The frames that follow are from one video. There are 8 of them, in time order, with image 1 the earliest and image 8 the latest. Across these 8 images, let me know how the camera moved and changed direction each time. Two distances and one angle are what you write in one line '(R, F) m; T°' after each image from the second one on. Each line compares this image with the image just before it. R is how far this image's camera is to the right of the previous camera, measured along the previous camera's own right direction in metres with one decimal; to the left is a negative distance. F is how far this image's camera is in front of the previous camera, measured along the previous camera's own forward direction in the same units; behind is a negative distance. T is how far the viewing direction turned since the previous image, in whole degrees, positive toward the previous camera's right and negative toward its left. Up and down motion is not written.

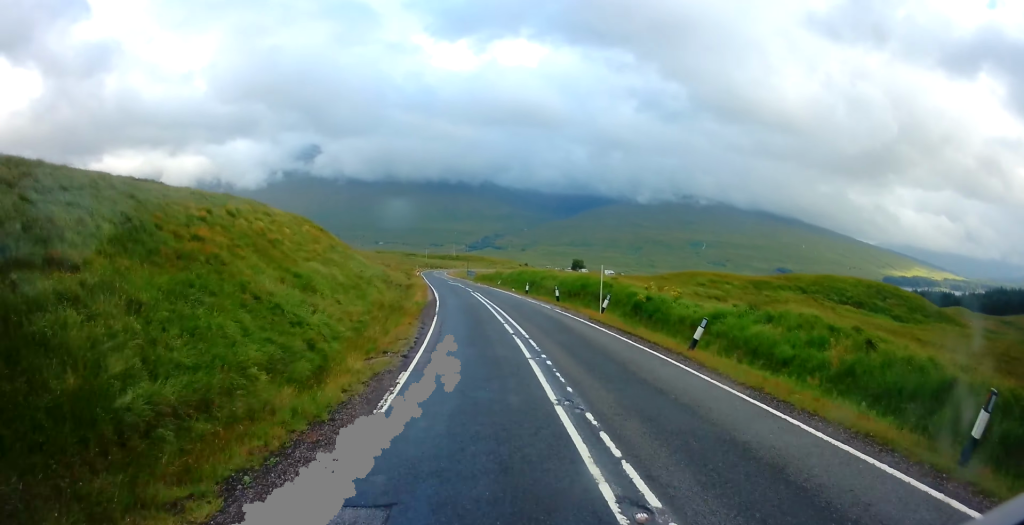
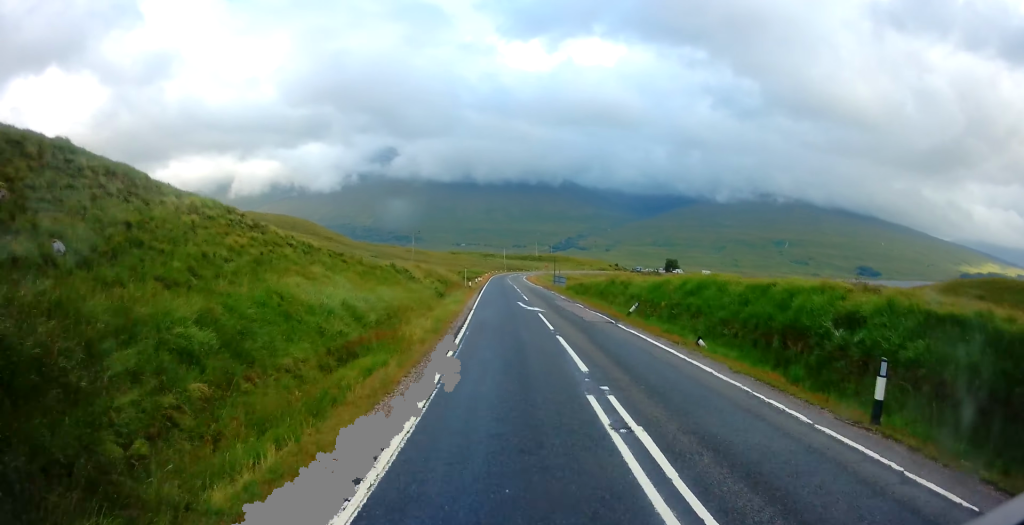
(-2.2, +33.2) m; -8°
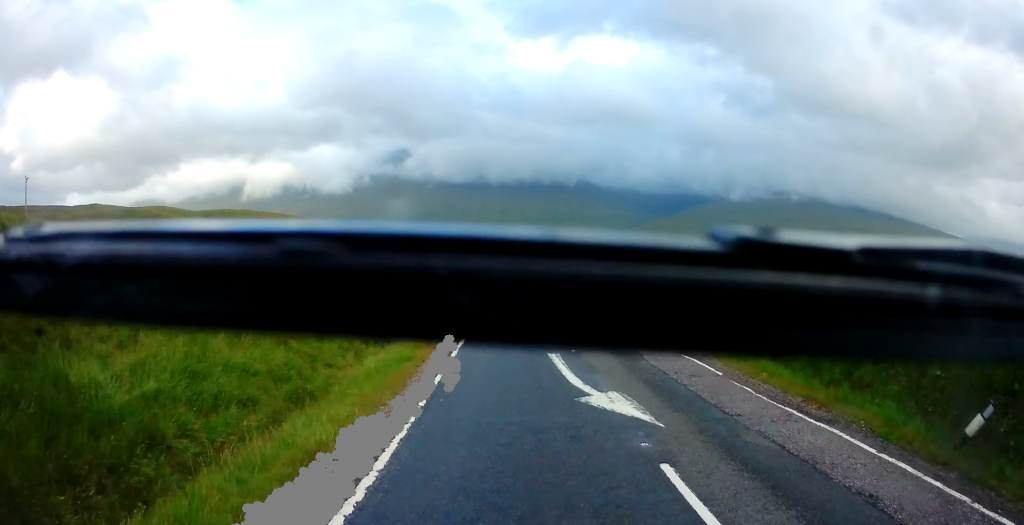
(-0.7, +18.7) m; -1°
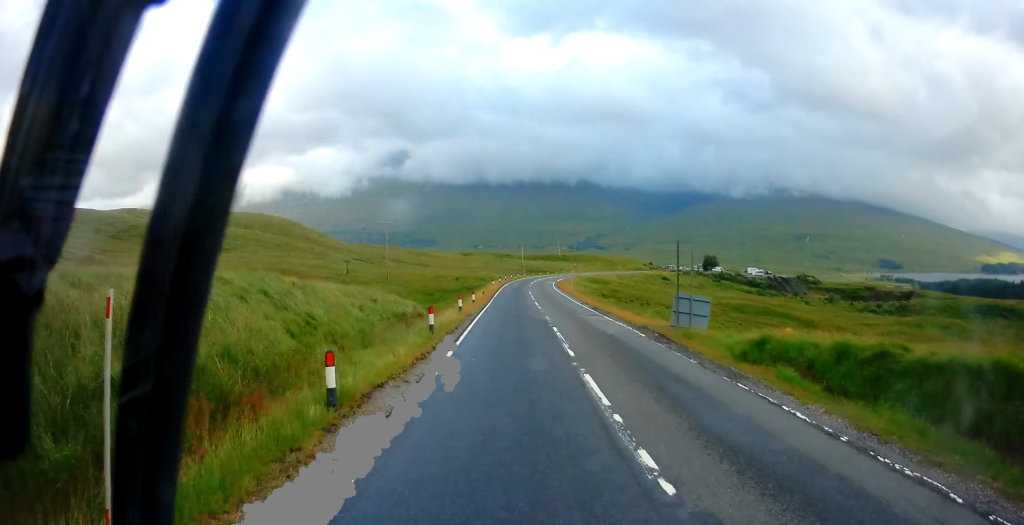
(+0.4, +20.4) m; -2°
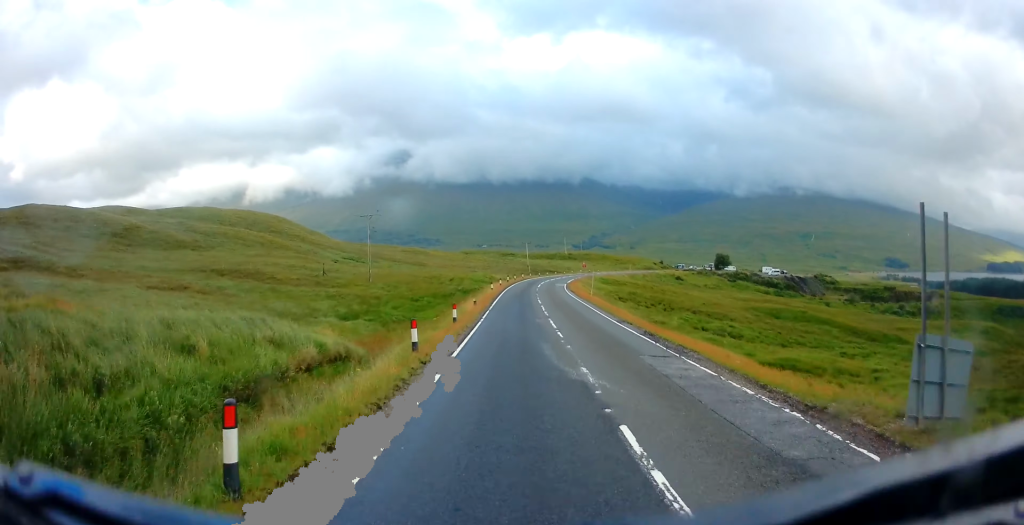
(-0.6, +12.2) m; 0°
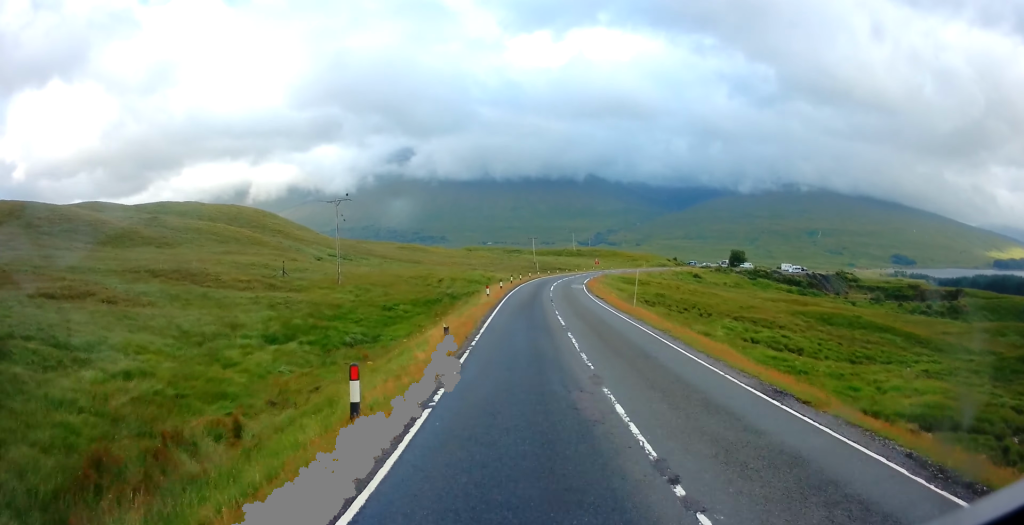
(-0.1, +14.3) m; 0°
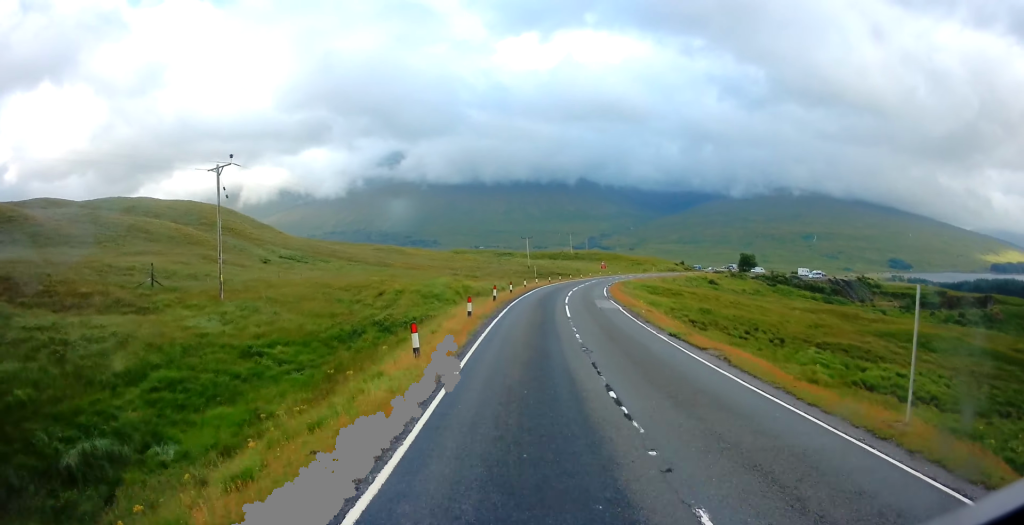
(+0.5, +22.0) m; +1°
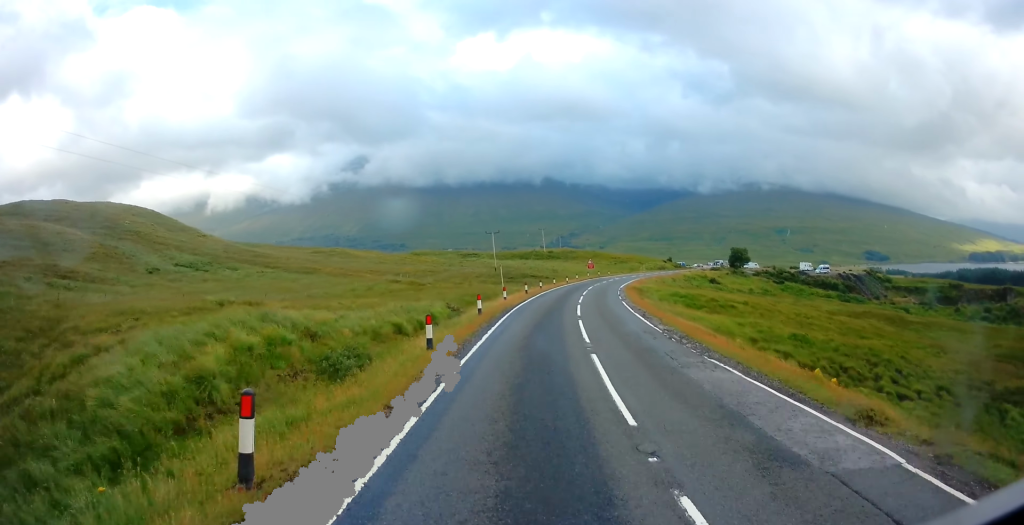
(+0.1, +25.0) m; +3°
